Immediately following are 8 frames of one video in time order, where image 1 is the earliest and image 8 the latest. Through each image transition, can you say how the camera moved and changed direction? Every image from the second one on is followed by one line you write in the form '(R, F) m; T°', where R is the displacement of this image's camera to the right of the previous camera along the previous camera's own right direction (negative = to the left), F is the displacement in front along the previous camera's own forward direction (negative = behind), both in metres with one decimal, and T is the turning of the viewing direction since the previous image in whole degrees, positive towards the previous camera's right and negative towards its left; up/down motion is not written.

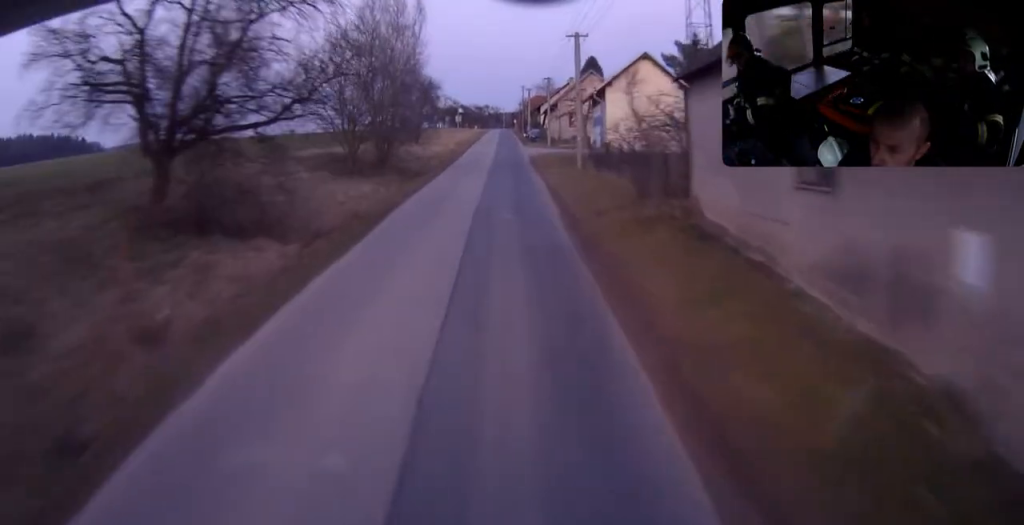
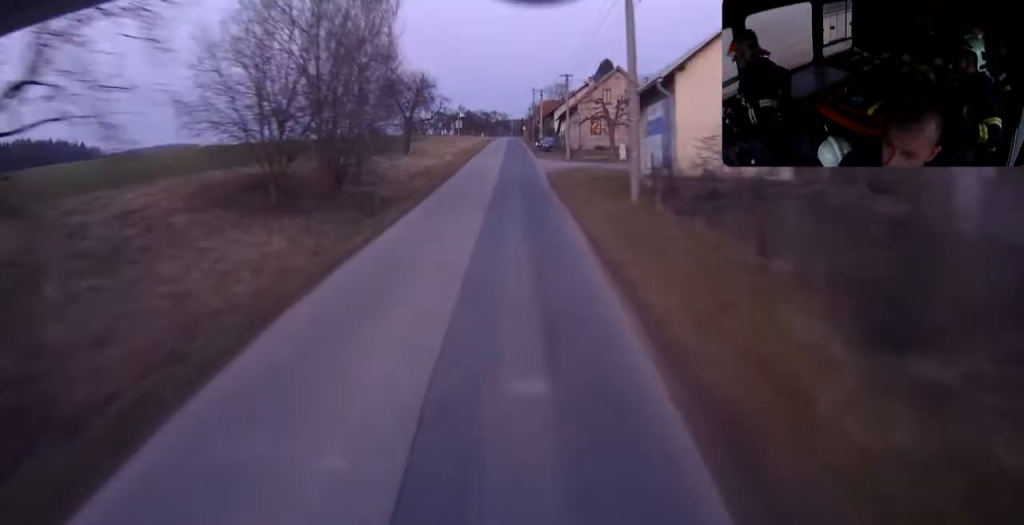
(-0.2, +13.7) m; -1°
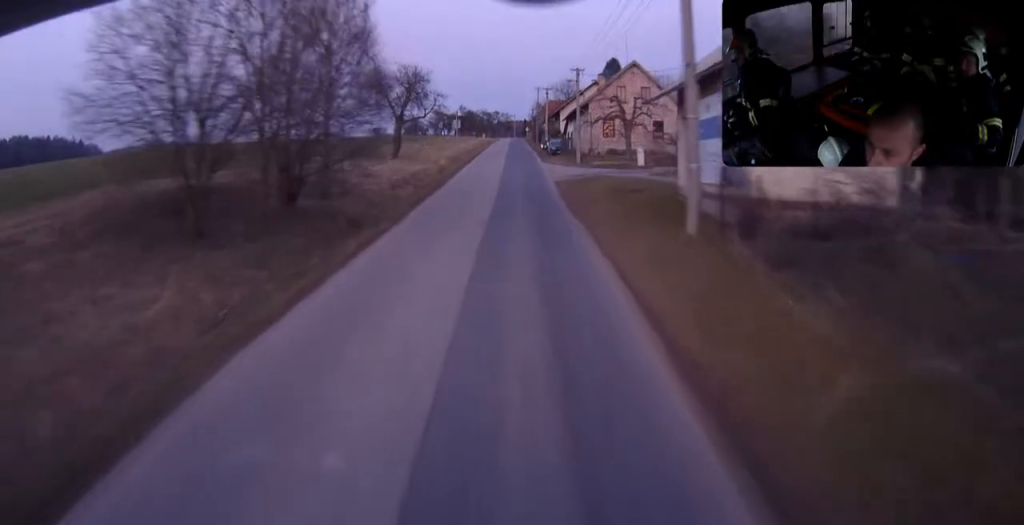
(0.0, +6.9) m; -1°
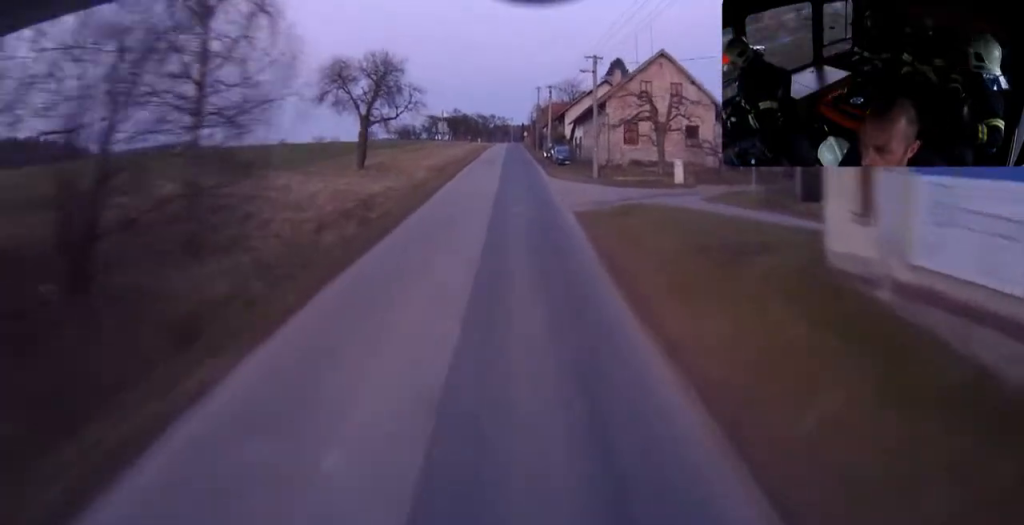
(-0.1, +12.5) m; -1°
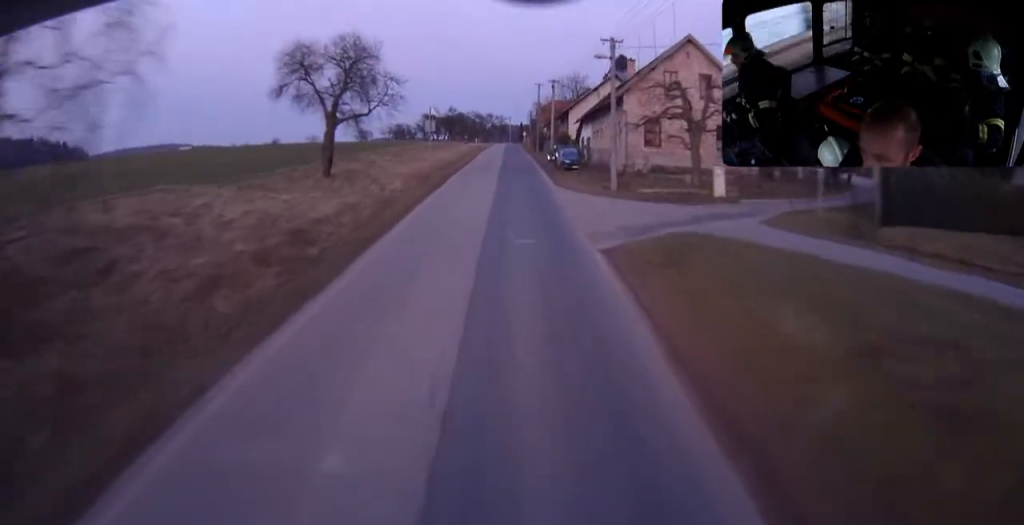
(0.0, +8.0) m; -1°
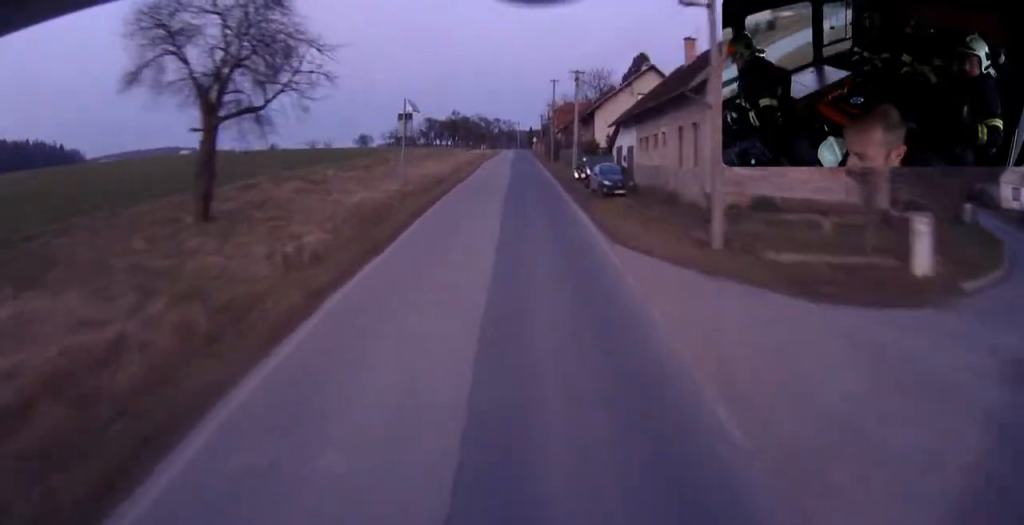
(-0.2, +16.1) m; -1°
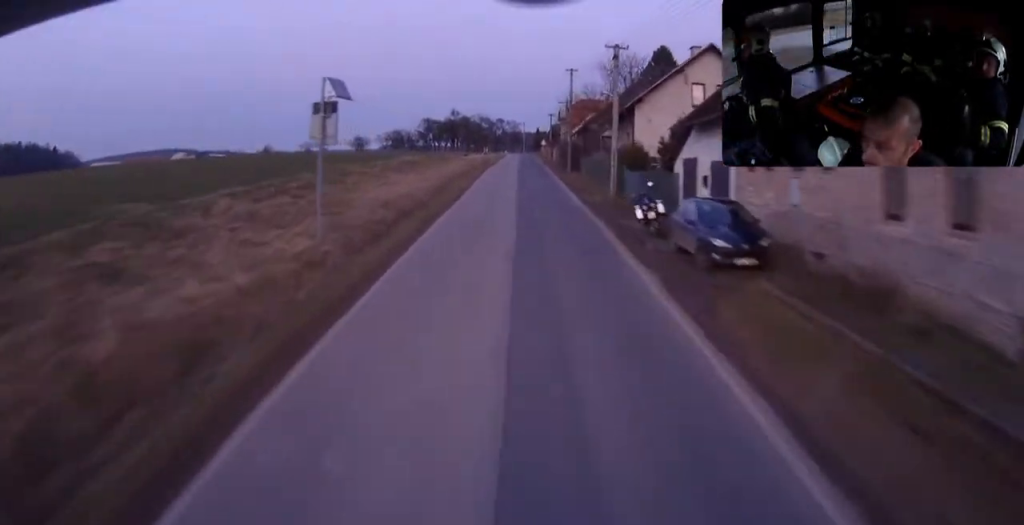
(+0.1, +16.7) m; +1°
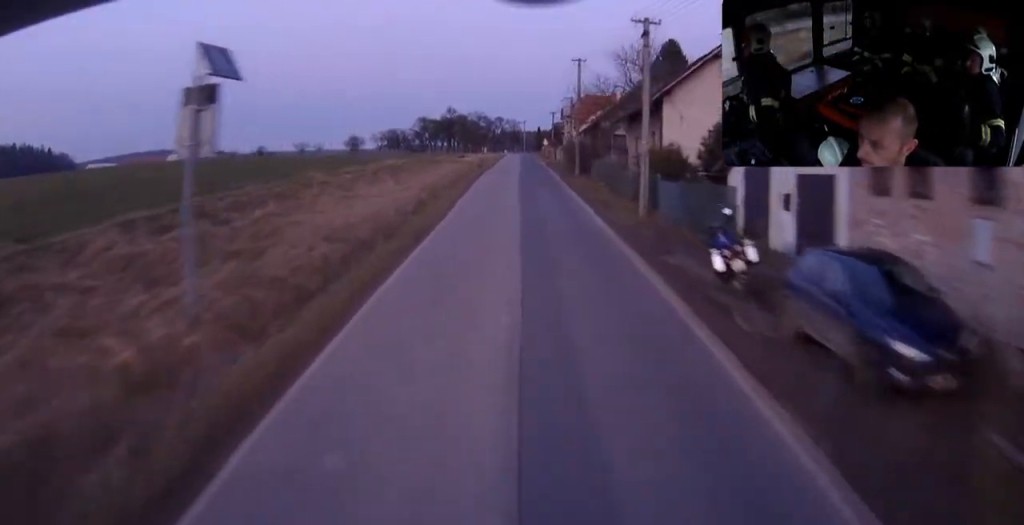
(+0.1, +8.1) m; +1°
